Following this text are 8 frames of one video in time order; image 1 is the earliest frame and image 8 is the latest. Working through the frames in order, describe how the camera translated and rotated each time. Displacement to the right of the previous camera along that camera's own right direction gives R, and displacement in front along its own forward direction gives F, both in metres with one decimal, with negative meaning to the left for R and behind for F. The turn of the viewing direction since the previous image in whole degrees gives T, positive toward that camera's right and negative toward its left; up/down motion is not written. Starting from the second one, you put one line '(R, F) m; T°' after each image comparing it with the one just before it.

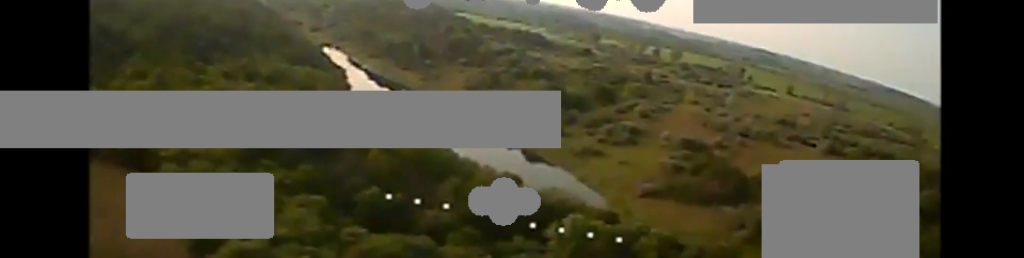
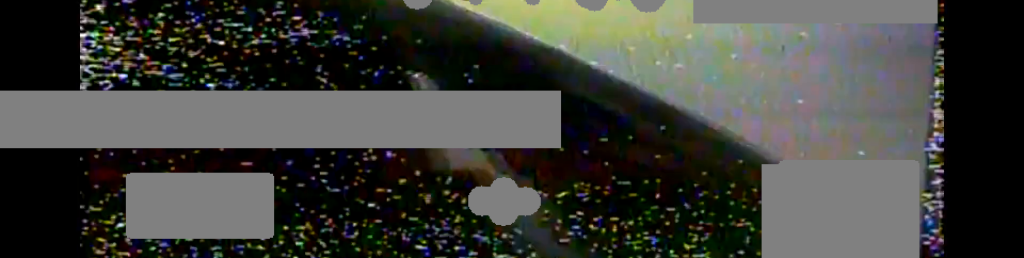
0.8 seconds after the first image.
(-1.2, +10.0) m; -11°
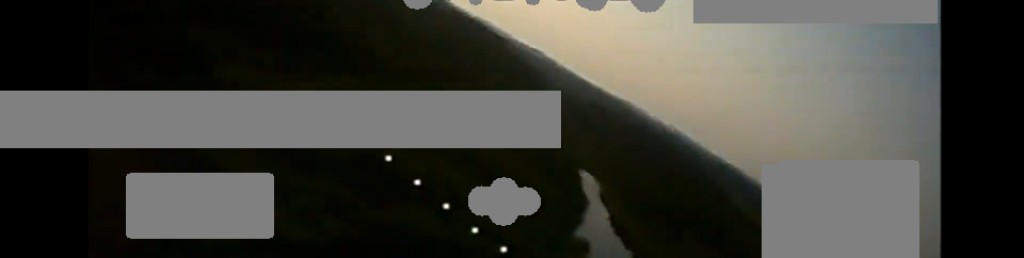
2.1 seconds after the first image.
(-1.2, +18.8) m; -9°
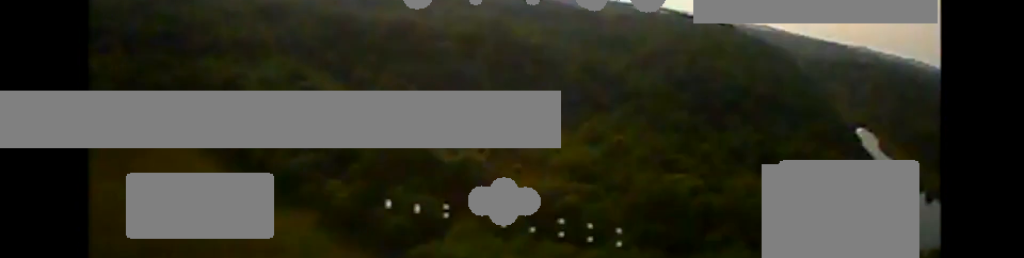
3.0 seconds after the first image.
(-1.0, +13.8) m; -11°
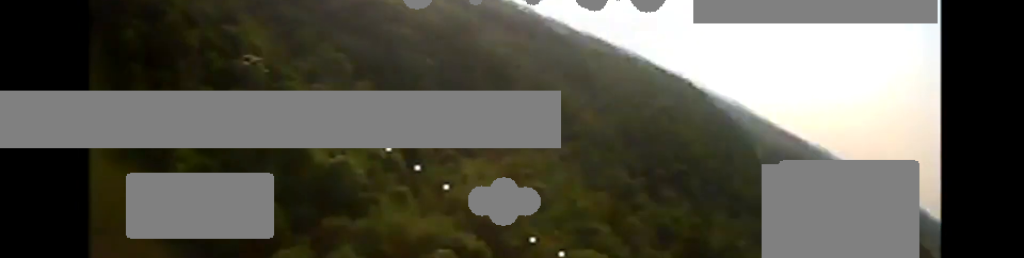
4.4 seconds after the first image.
(-2.7, +18.5) m; -21°
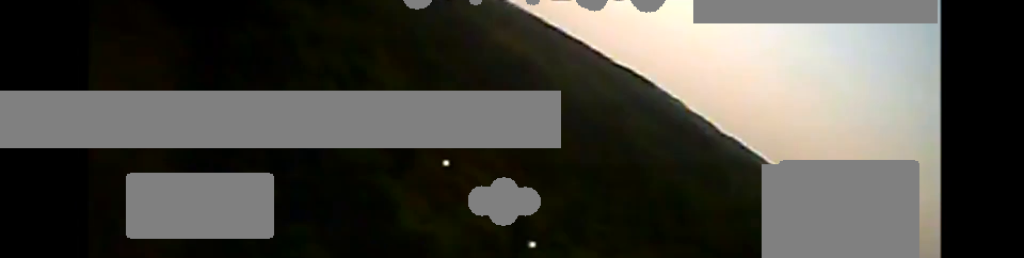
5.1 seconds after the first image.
(-1.1, +7.8) m; -15°
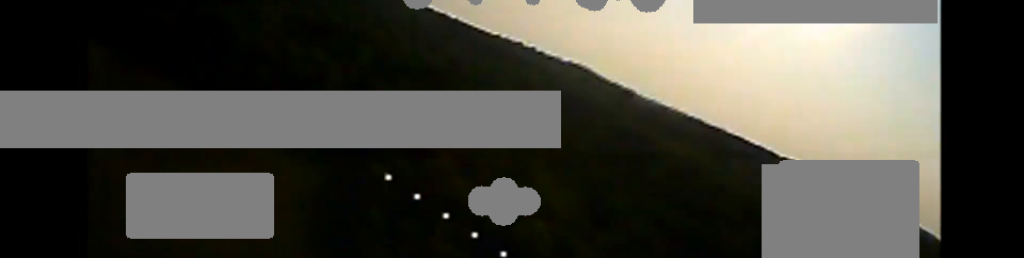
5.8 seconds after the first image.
(-1.2, +8.0) m; -18°
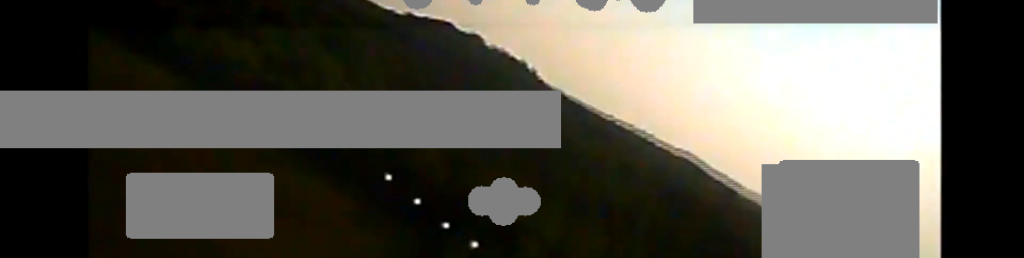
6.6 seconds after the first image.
(-0.6, +8.7) m; -20°
